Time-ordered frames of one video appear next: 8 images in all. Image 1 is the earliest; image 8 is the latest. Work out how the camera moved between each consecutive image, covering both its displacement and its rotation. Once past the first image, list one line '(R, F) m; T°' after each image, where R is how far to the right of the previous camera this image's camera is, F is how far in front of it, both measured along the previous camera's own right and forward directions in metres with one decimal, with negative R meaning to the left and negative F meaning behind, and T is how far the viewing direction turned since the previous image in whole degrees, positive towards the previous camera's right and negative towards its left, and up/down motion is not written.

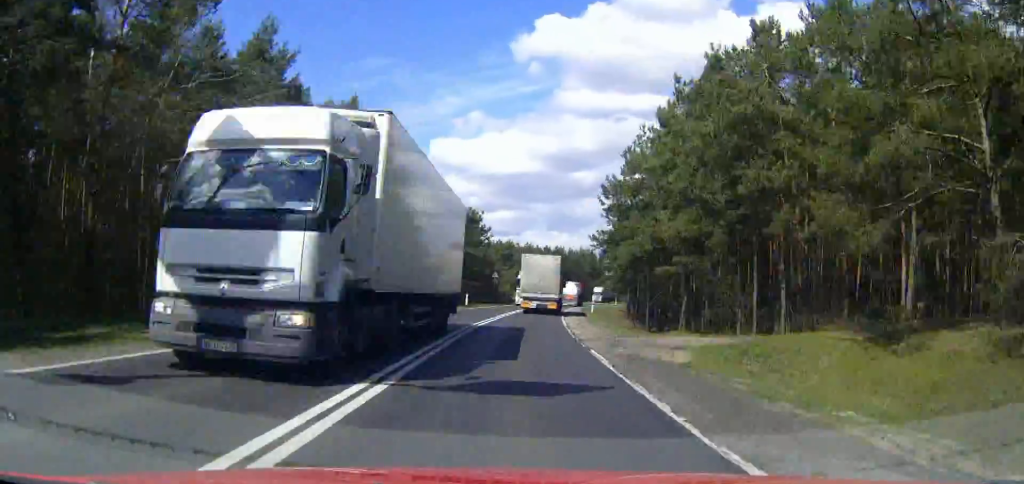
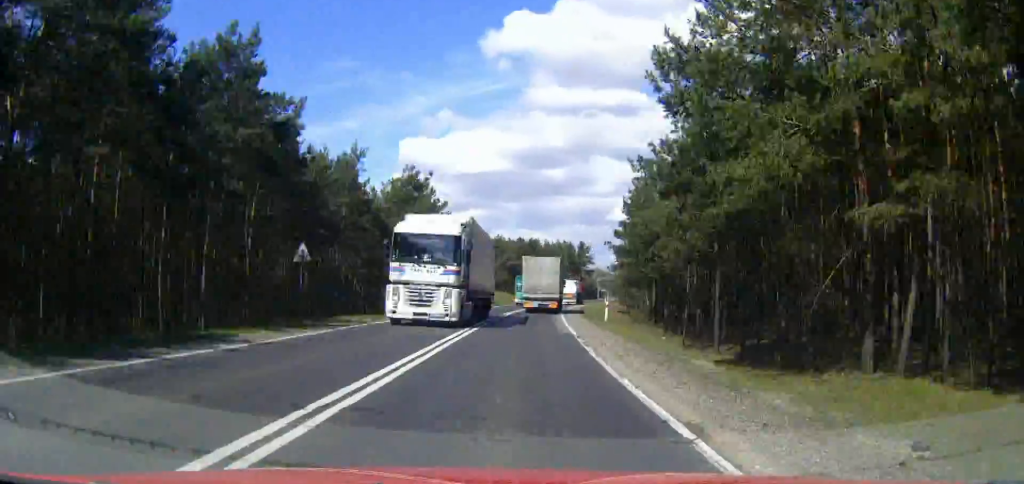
(+0.1, +28.5) m; +2°
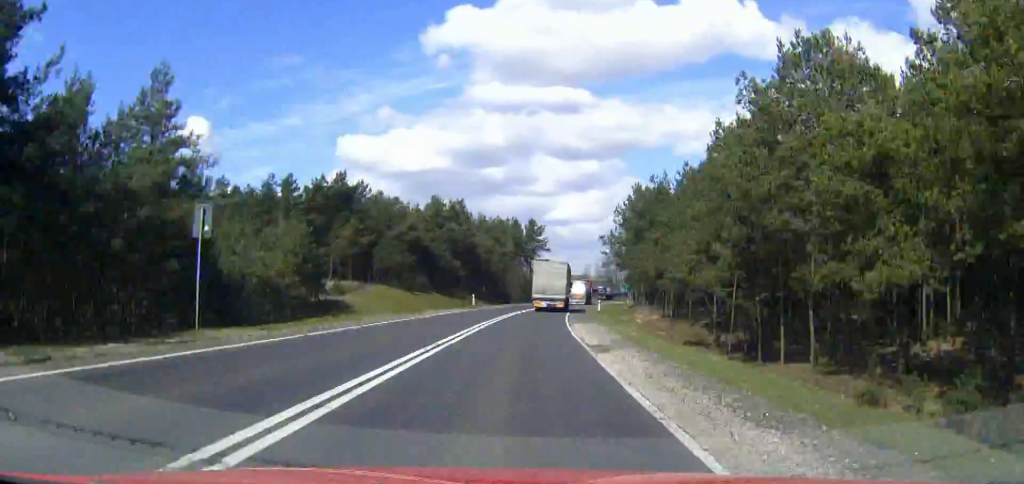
(+3.6, +72.1) m; +5°
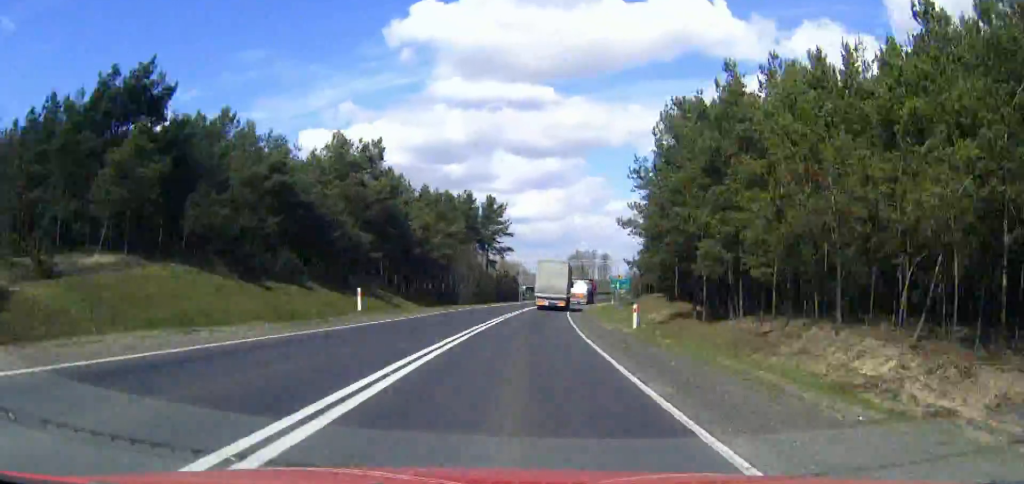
(+0.6, +38.0) m; +3°
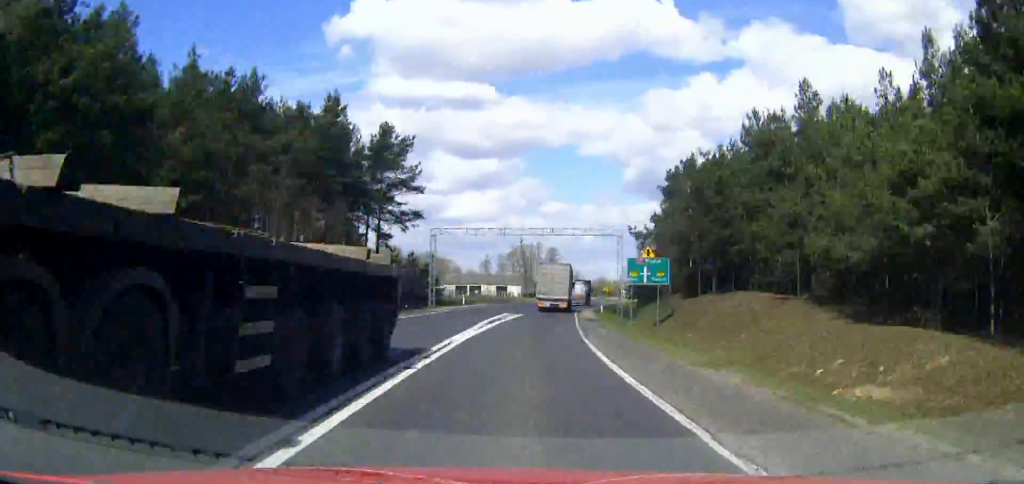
(+2.3, +58.8) m; +5°
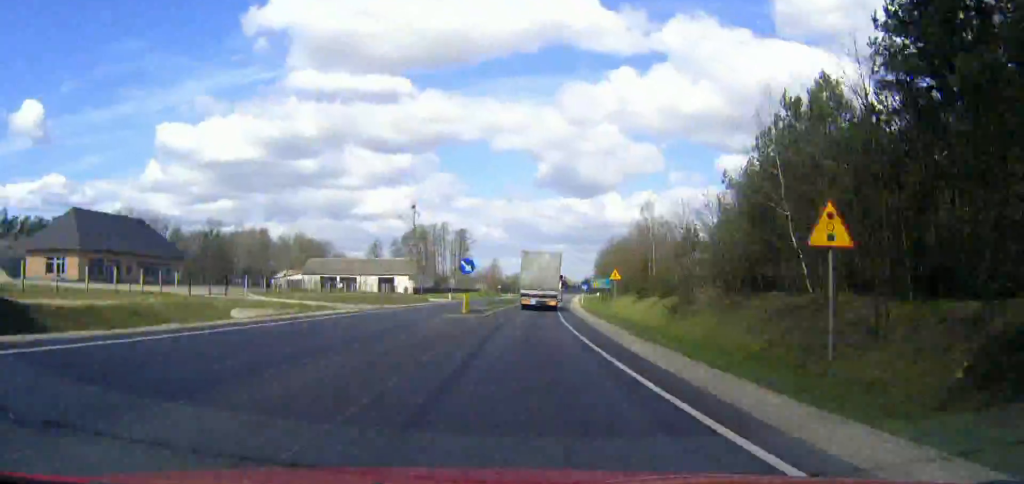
(+4.5, +73.7) m; +5°
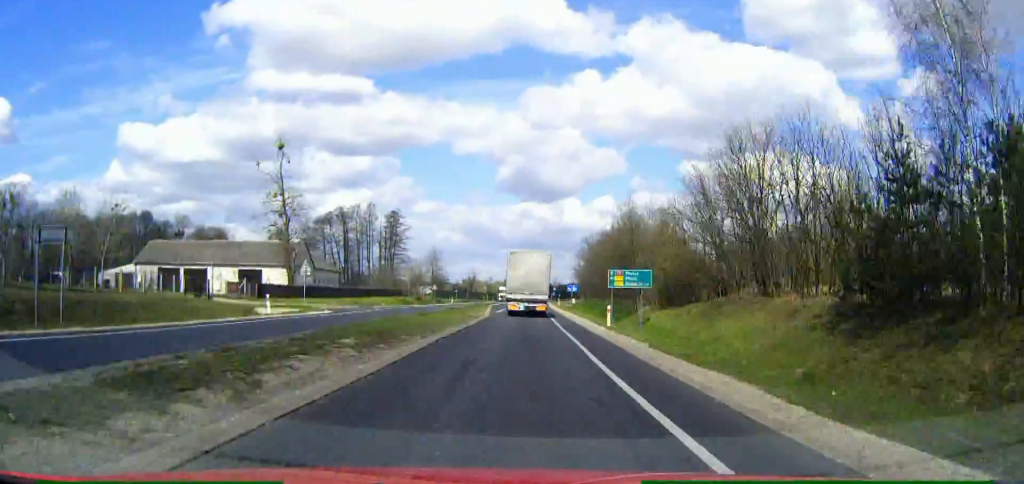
(+1.6, +60.8) m; +2°
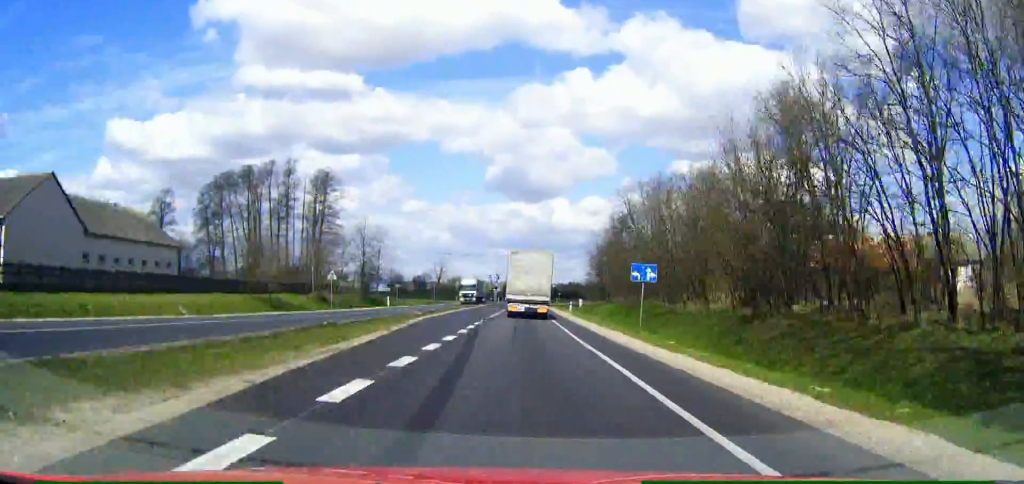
(+0.6, +57.5) m; +1°
